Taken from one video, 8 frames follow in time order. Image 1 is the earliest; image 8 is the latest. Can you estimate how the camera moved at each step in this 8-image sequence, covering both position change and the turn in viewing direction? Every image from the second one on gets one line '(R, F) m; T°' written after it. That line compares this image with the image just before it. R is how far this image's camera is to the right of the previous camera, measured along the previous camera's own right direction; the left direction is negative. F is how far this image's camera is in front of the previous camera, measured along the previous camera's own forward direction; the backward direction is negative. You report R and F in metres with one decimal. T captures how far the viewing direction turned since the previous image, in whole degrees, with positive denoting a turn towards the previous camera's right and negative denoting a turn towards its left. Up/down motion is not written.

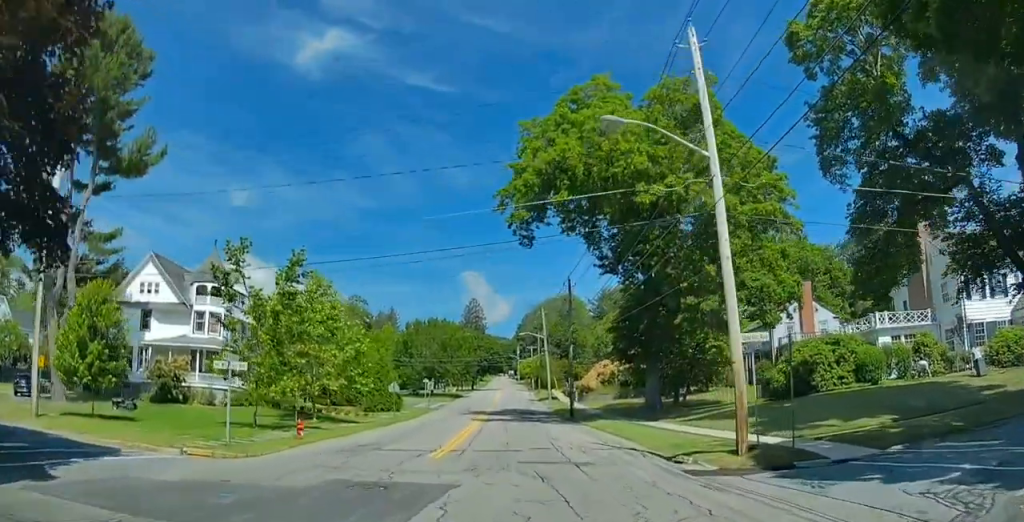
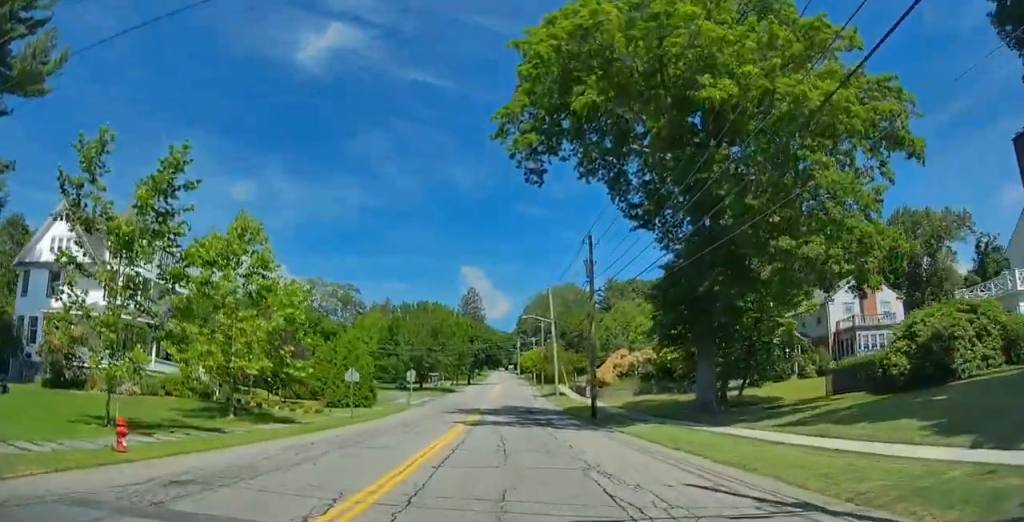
(-0.3, +12.8) m; -1°
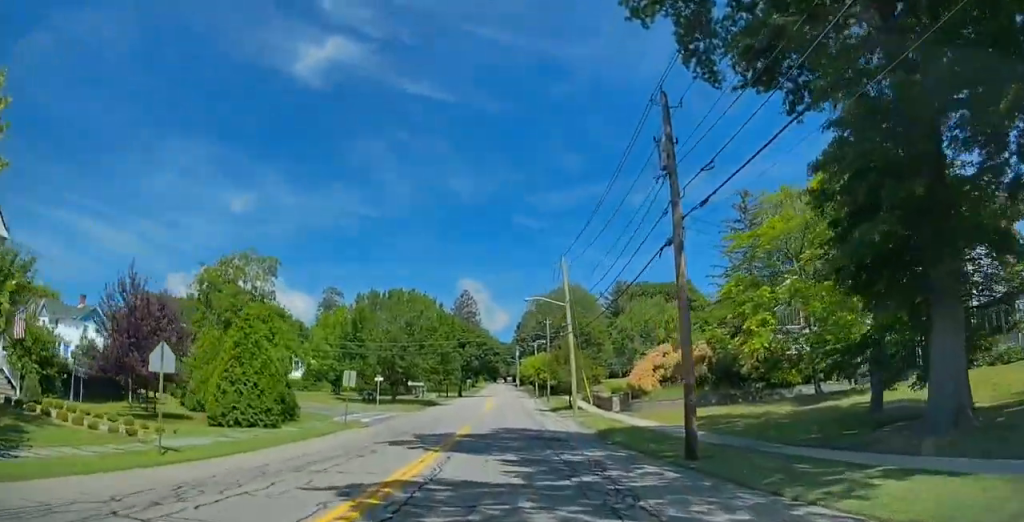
(+0.4, +19.5) m; +2°
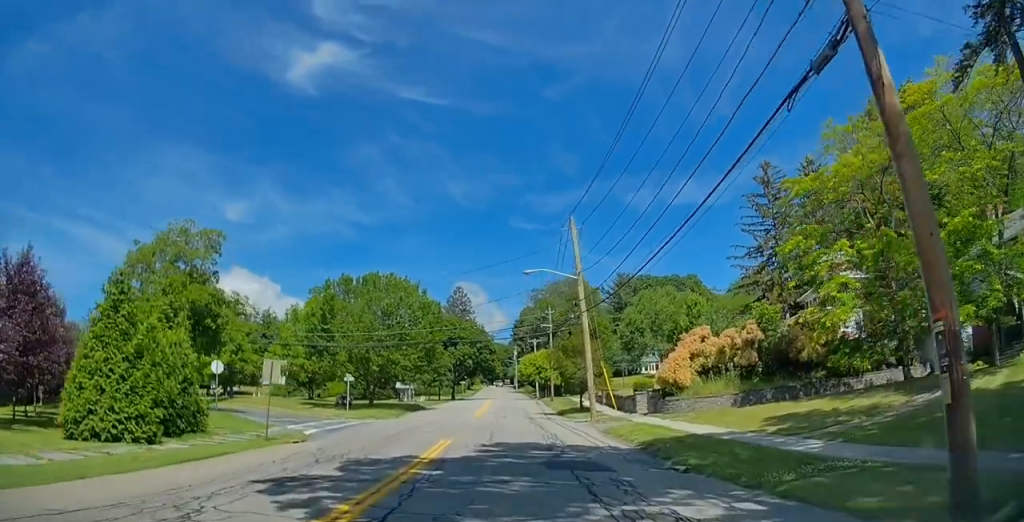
(+0.1, +10.6) m; +1°
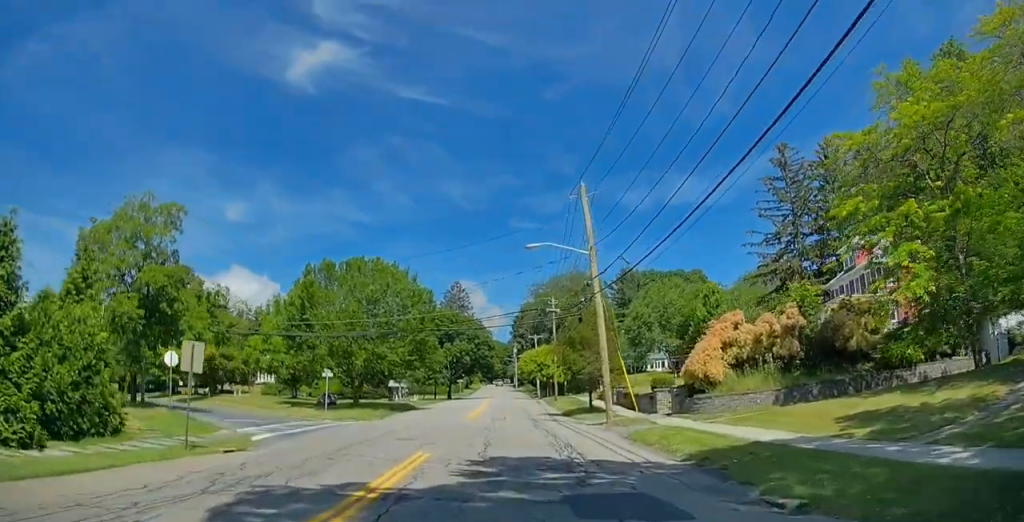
(0.0, +5.8) m; 0°
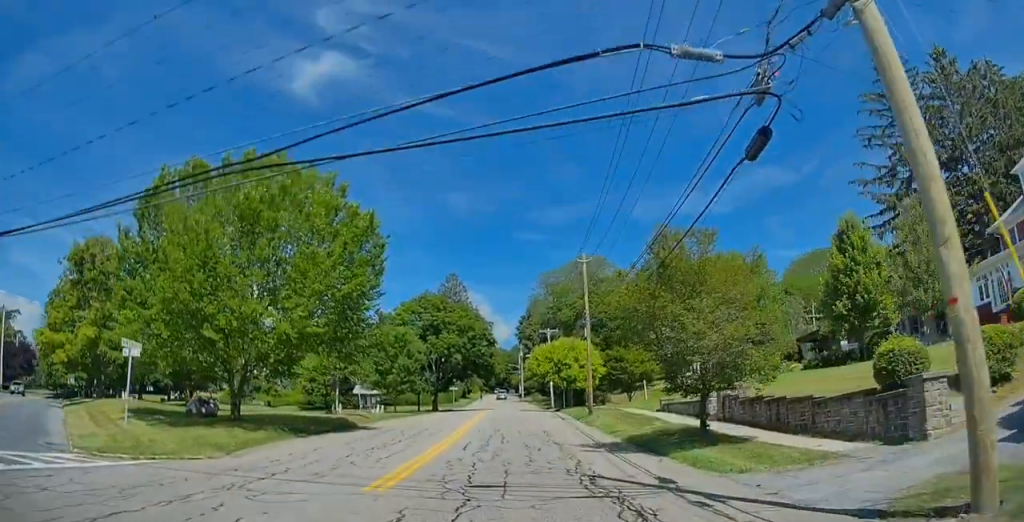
(+0.1, +24.5) m; 0°
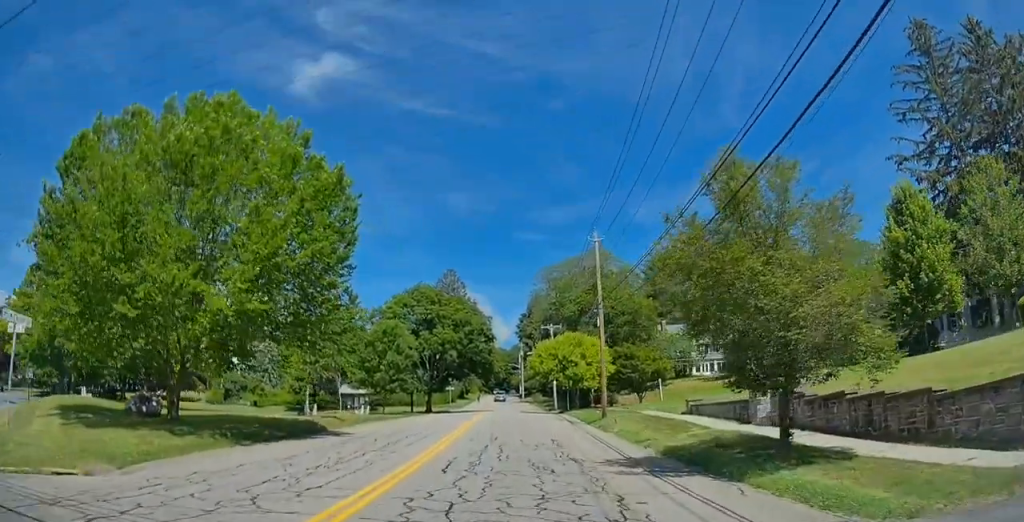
(0.0, +5.7) m; 0°
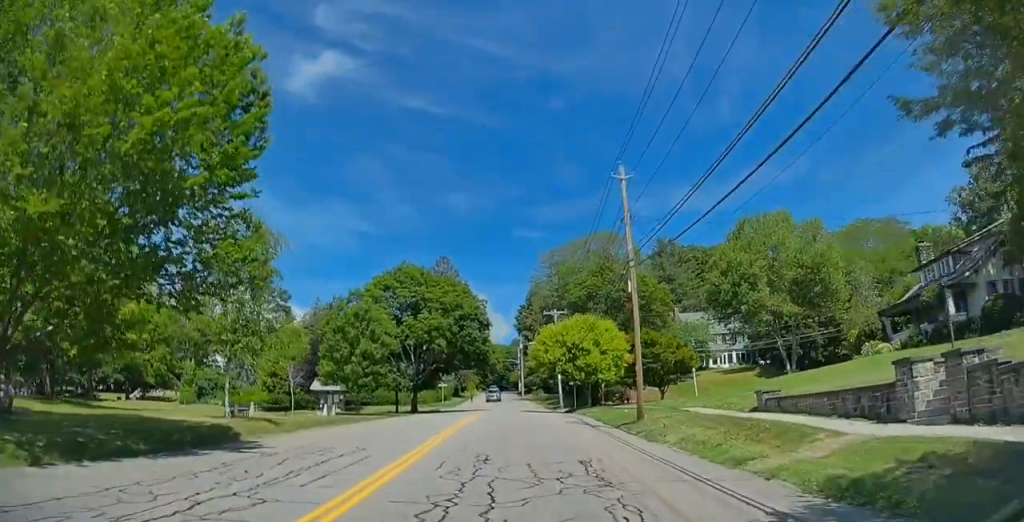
(0.0, +9.9) m; 0°
